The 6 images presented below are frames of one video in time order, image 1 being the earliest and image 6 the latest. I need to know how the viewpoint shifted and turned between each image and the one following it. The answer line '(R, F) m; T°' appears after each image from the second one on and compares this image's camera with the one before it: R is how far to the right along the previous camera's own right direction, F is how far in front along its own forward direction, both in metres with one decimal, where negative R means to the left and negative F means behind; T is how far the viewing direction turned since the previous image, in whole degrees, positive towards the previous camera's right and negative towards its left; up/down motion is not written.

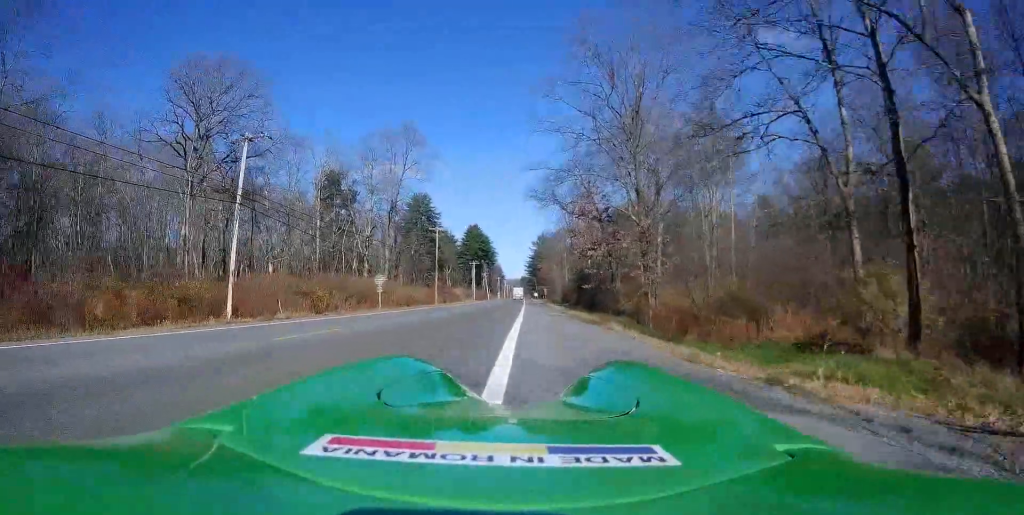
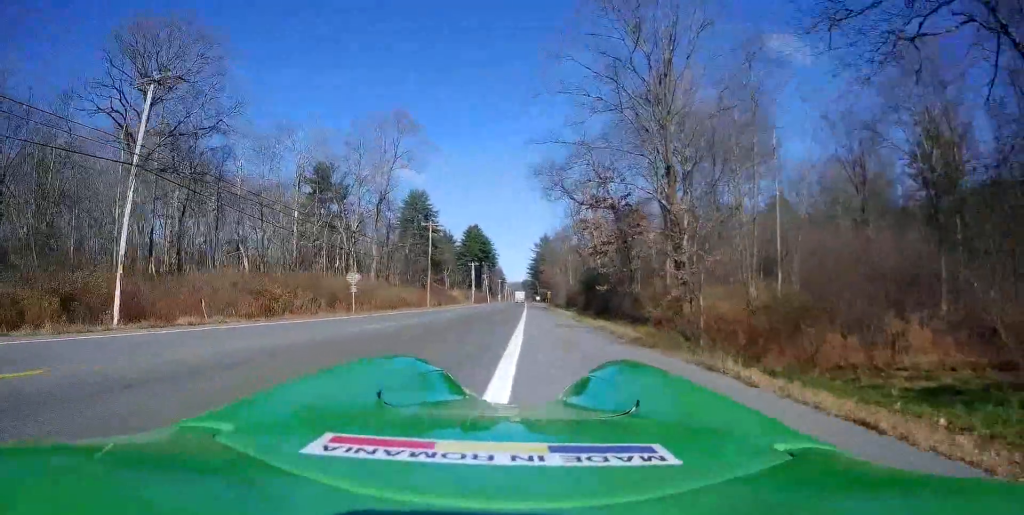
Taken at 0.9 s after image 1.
(-0.1, +8.7) m; +1°
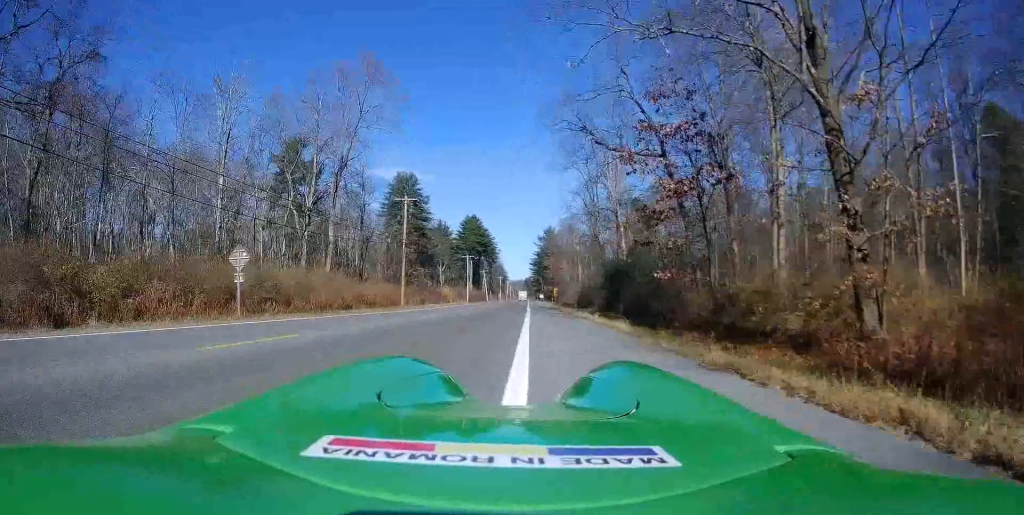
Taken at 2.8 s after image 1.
(+0.5, +18.4) m; 0°
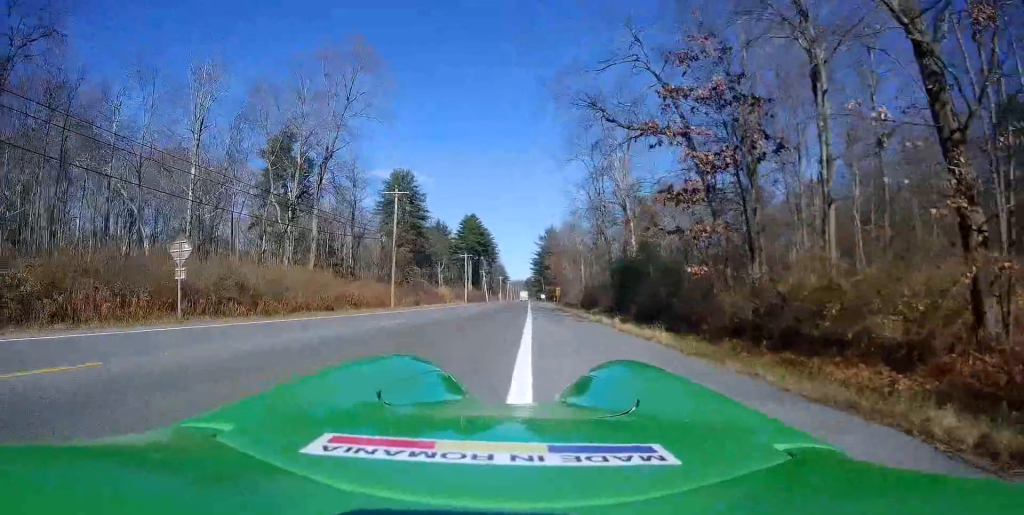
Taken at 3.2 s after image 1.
(-0.2, +5.0) m; 0°
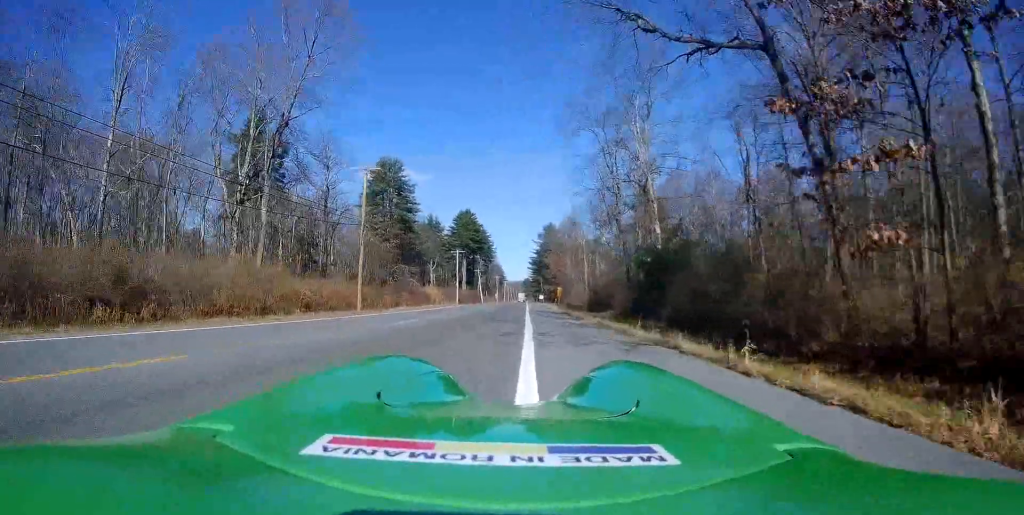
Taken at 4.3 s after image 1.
(+0.1, +11.0) m; 0°
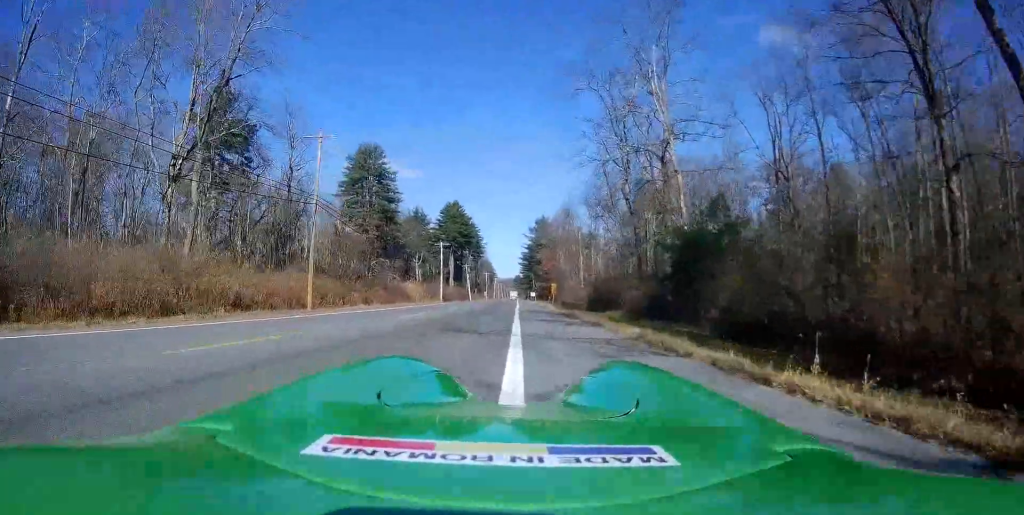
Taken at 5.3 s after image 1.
(-0.2, +9.9) m; -1°
